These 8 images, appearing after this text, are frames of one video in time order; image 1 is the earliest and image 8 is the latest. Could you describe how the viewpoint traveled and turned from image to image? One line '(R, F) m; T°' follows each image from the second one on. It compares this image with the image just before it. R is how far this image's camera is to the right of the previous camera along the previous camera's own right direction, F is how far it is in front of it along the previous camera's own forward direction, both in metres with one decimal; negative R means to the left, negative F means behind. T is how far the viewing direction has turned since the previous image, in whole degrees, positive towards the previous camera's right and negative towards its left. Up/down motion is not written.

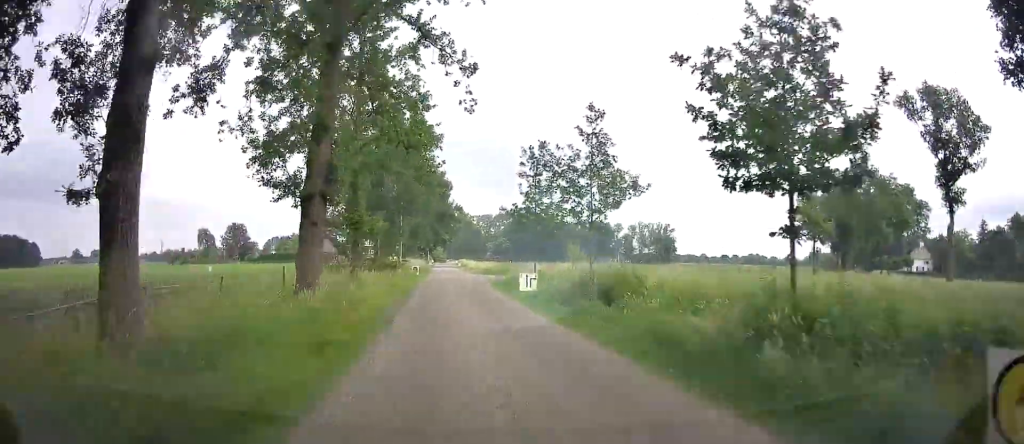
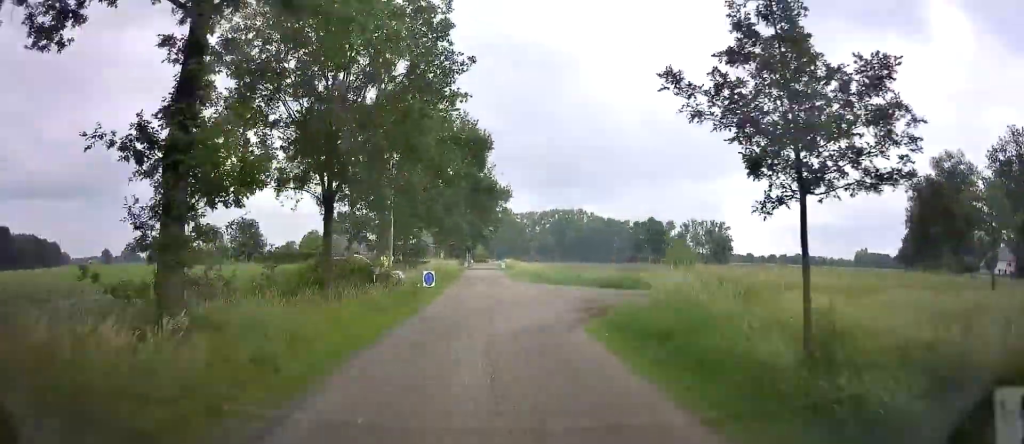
(-0.9, +16.6) m; -4°
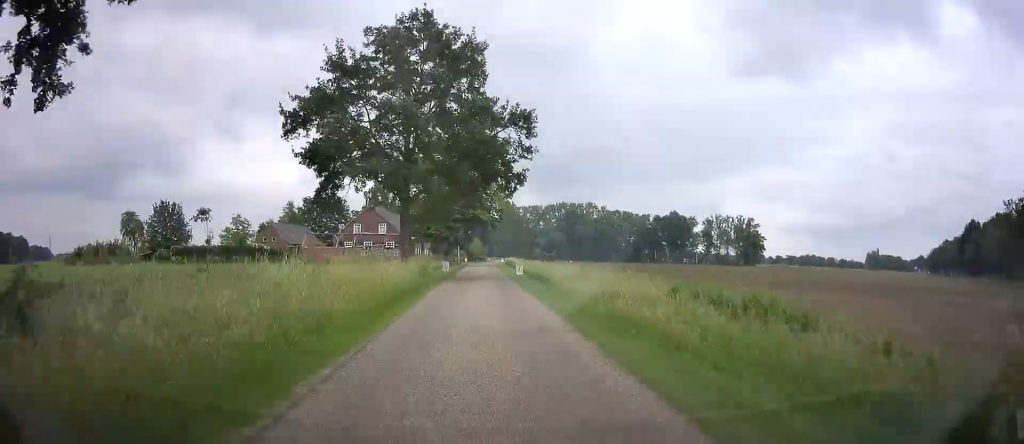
(-0.5, +33.0) m; -1°
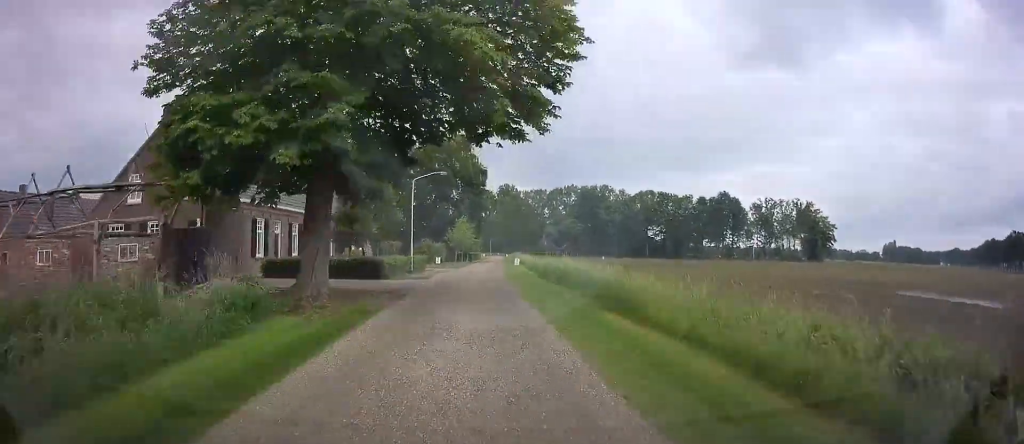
(-0.1, +53.6) m; 0°
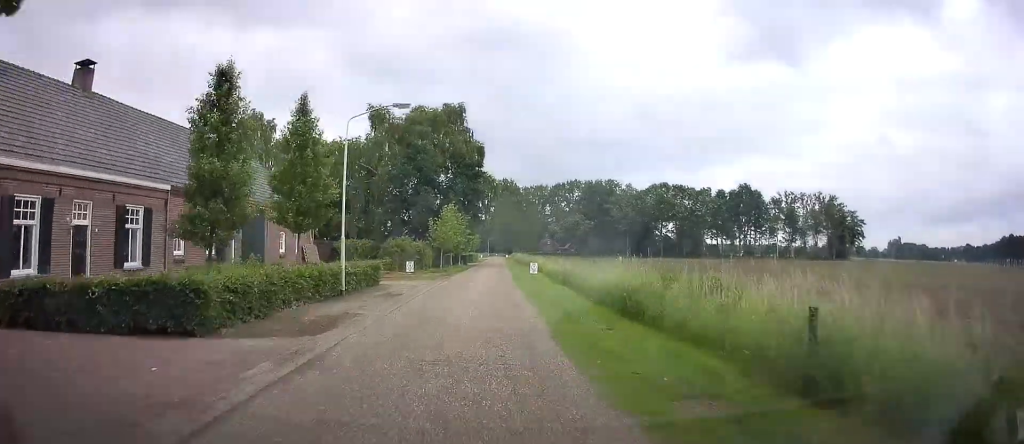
(+0.1, +16.5) m; 0°
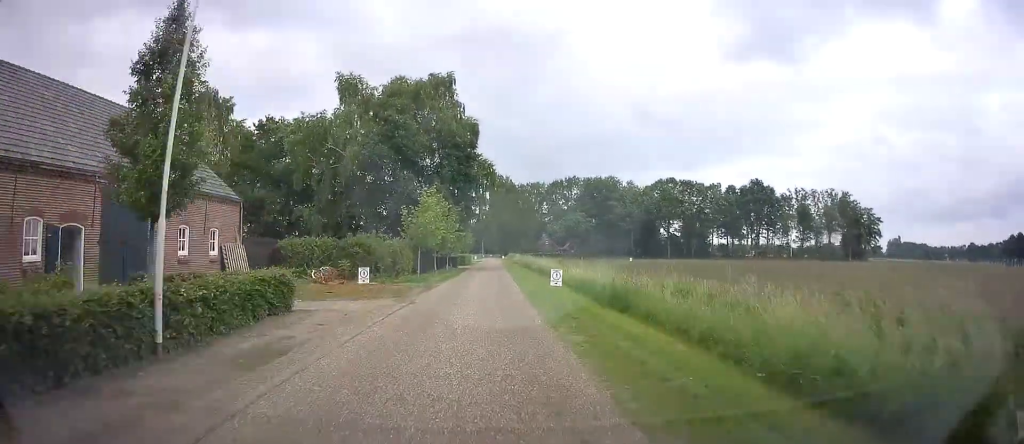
(-0.1, +11.3) m; 0°
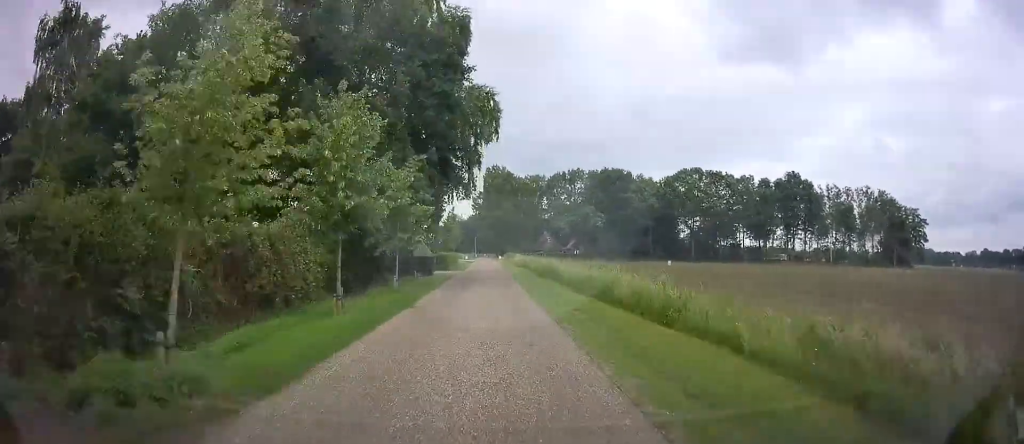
(-0.1, +21.2) m; 0°
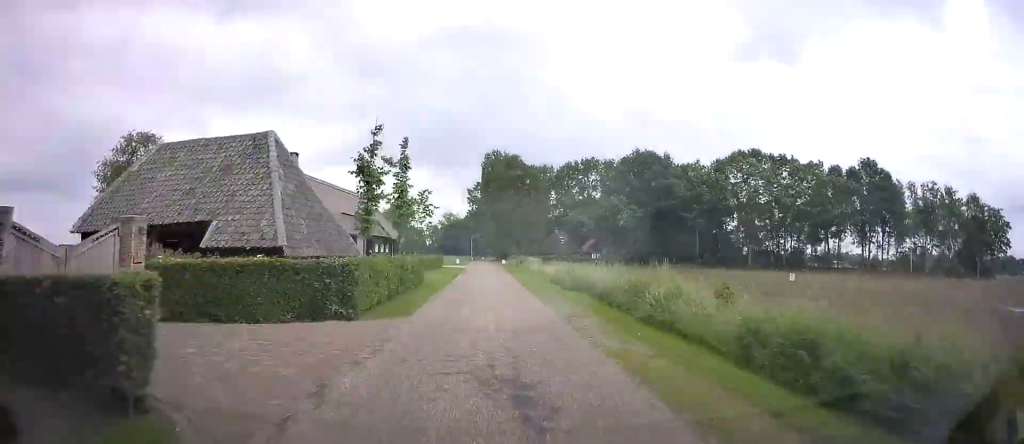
(0.0, +29.3) m; +1°
